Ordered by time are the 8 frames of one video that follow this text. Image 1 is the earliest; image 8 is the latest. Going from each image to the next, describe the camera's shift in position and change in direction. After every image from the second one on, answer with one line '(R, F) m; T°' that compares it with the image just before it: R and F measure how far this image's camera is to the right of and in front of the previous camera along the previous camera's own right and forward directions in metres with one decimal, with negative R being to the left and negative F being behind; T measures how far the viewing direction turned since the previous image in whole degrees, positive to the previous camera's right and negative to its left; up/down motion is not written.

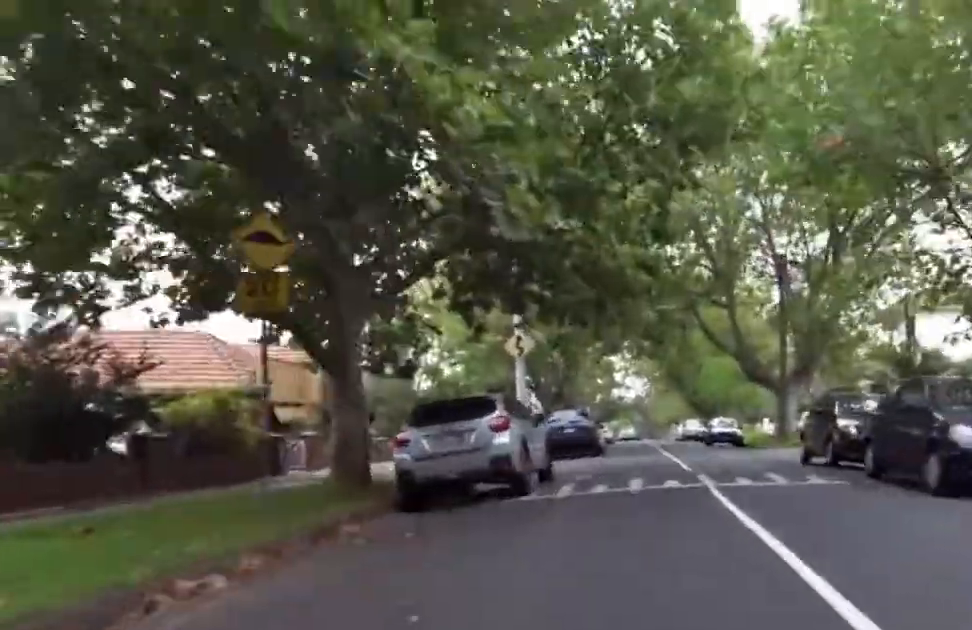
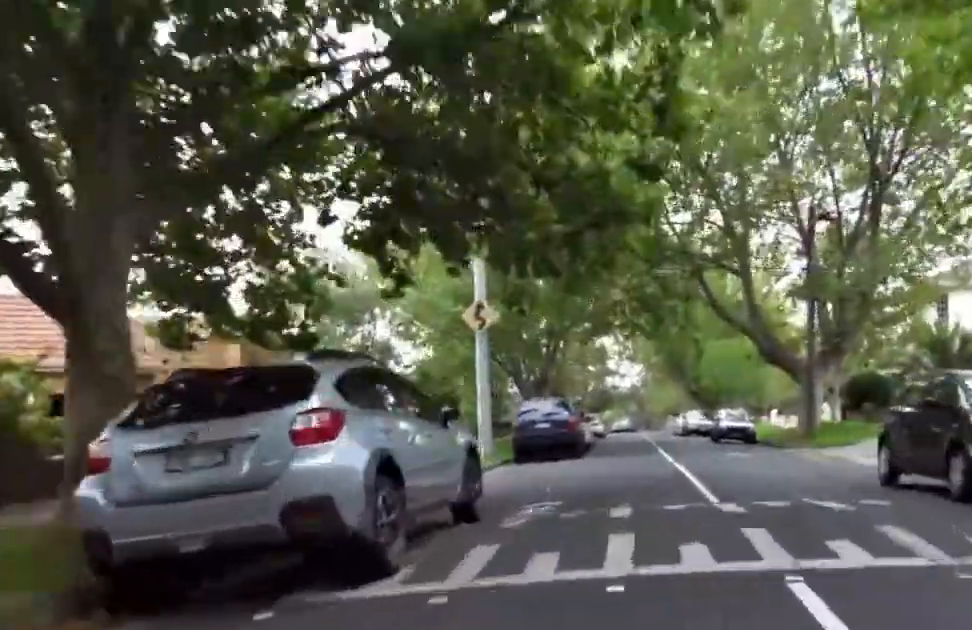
(-0.1, +5.4) m; +4°
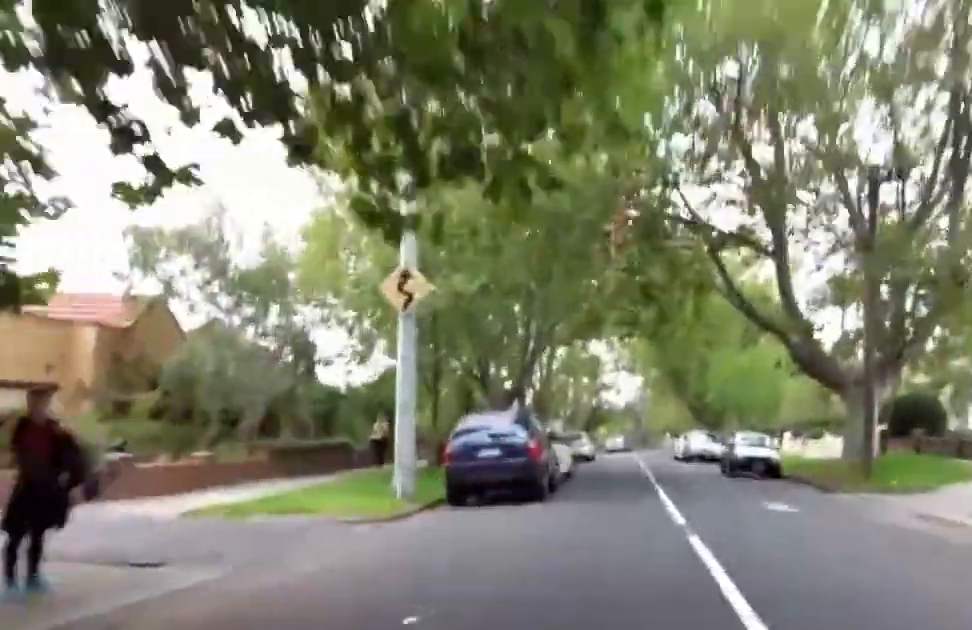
(+0.4, +6.3) m; +8°
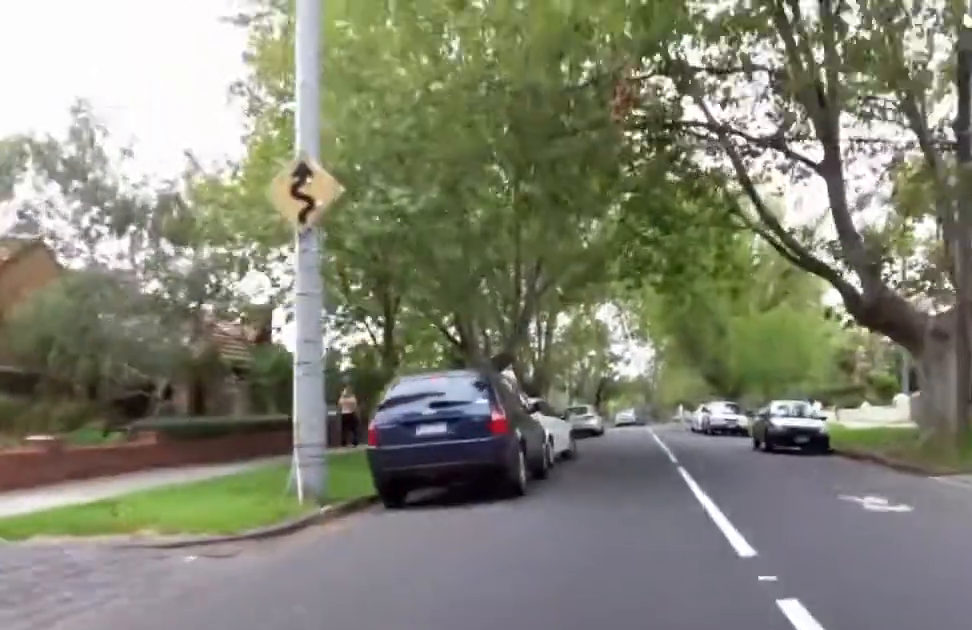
(+0.2, +4.6) m; +6°
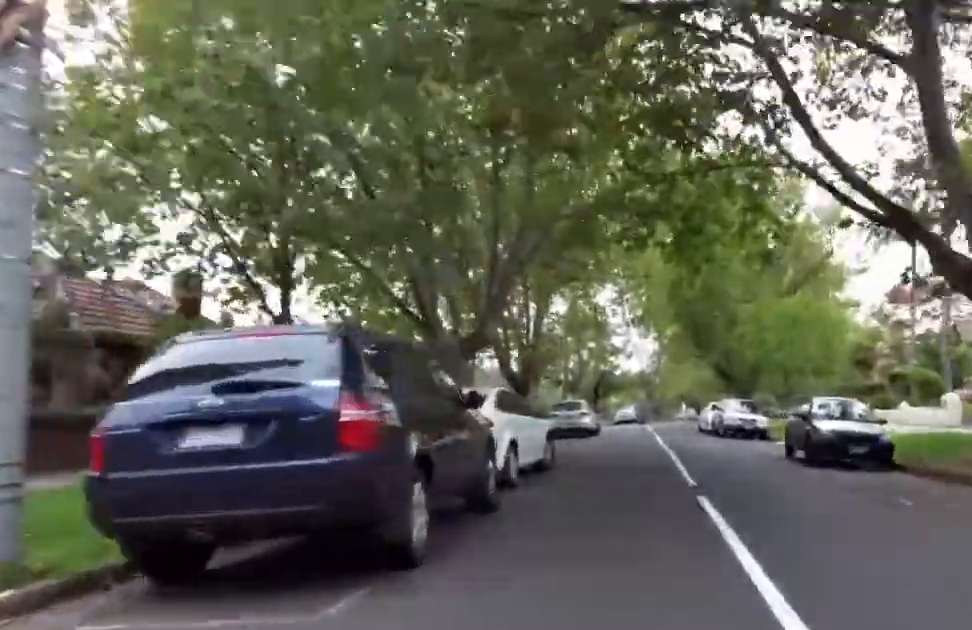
(+0.4, +4.9) m; -2°
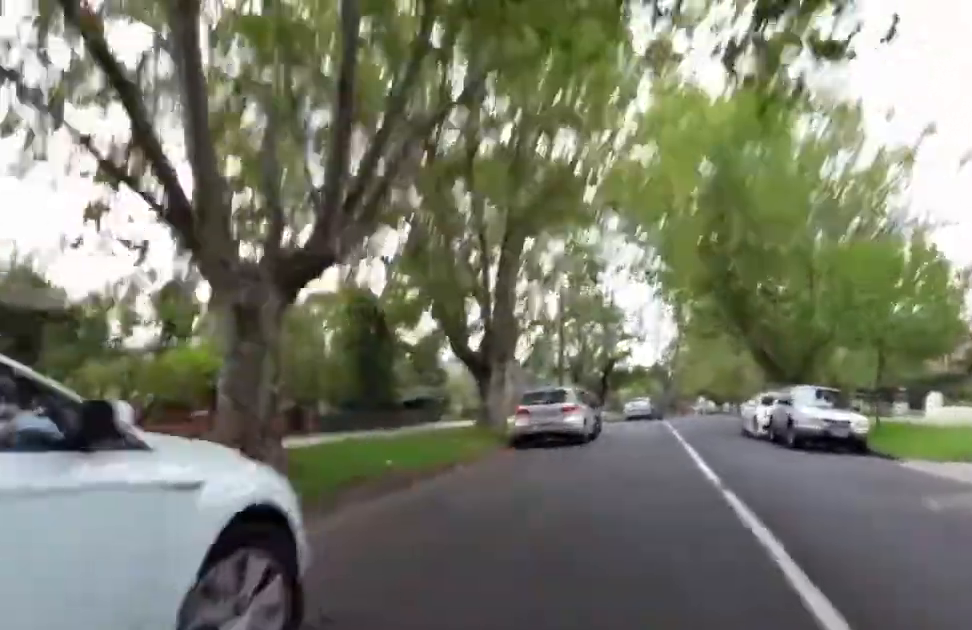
(-0.9, +10.7) m; -10°
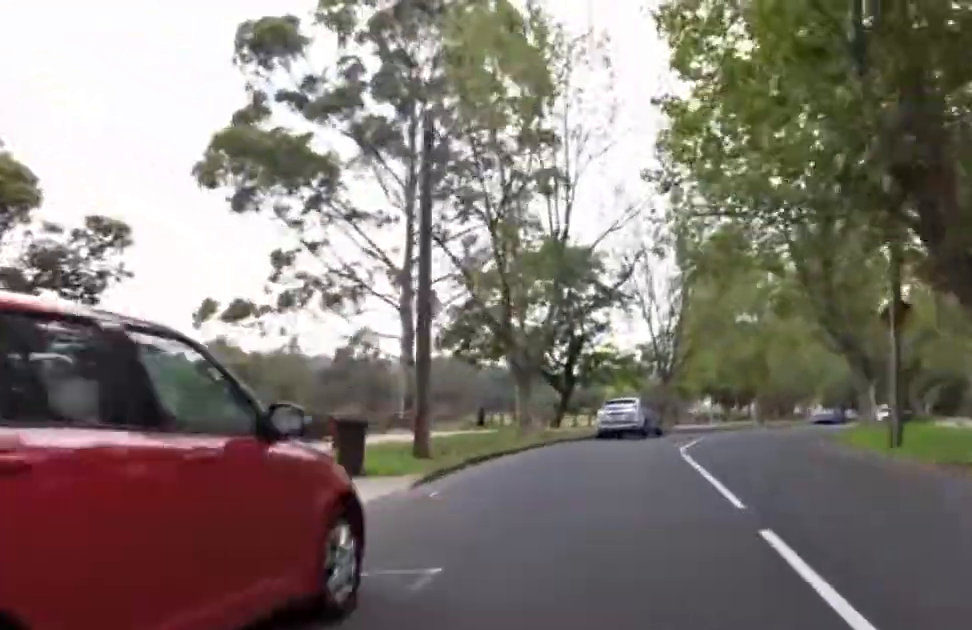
(-0.5, +22.4) m; -3°
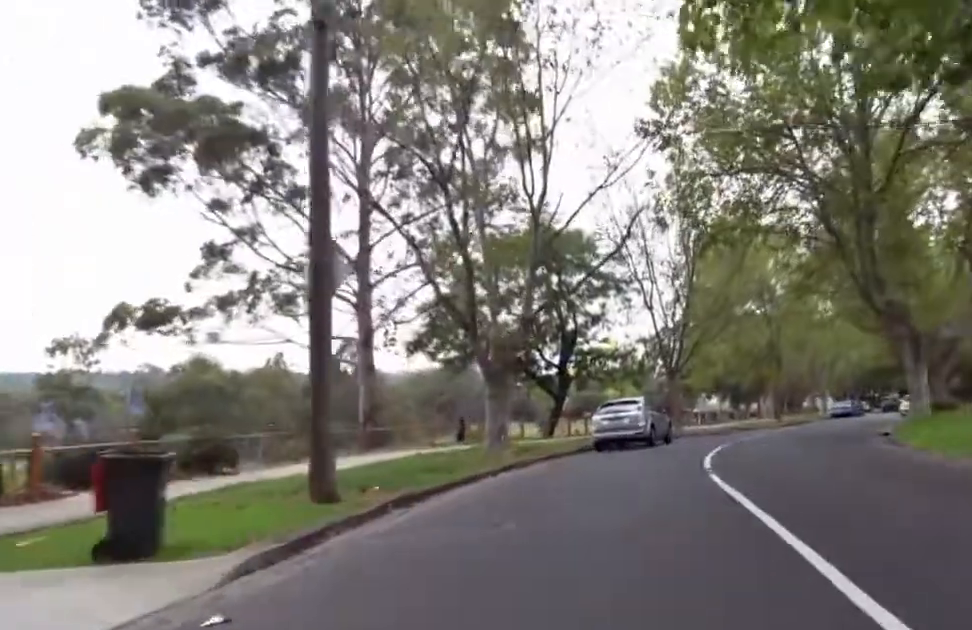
(-0.1, +4.9) m; +1°
